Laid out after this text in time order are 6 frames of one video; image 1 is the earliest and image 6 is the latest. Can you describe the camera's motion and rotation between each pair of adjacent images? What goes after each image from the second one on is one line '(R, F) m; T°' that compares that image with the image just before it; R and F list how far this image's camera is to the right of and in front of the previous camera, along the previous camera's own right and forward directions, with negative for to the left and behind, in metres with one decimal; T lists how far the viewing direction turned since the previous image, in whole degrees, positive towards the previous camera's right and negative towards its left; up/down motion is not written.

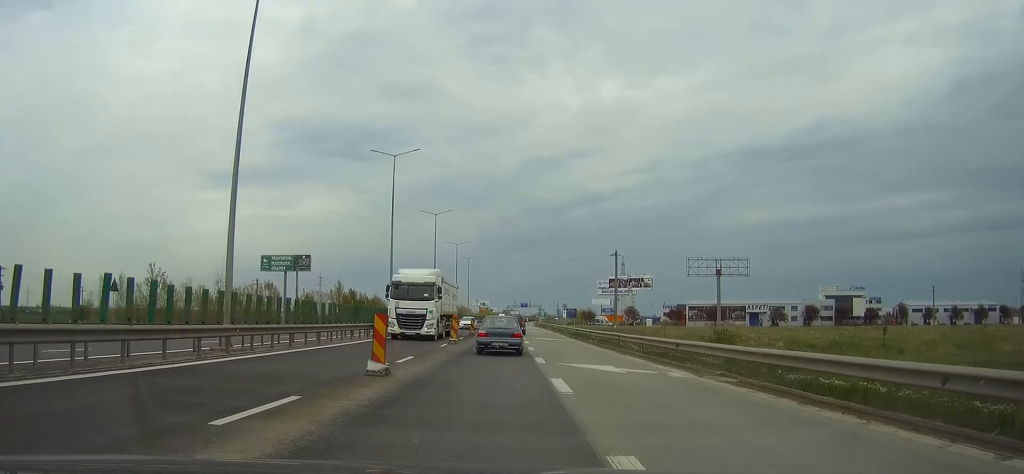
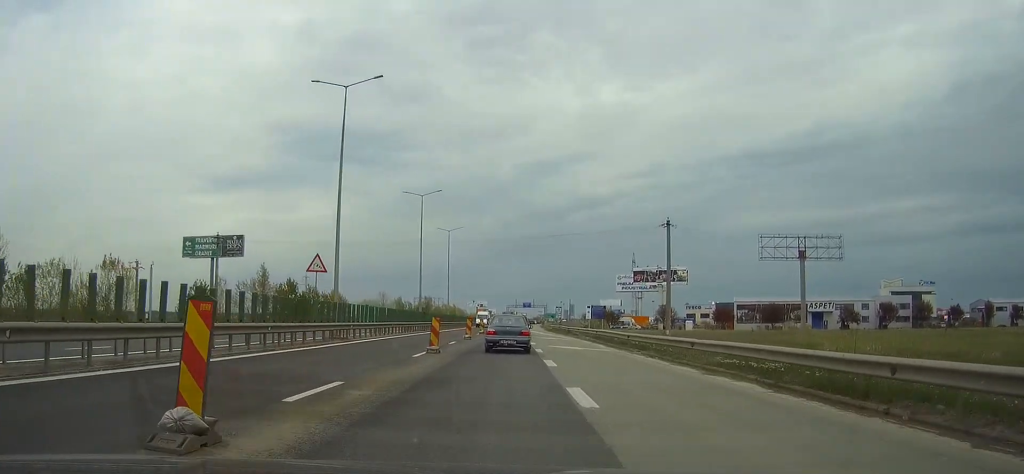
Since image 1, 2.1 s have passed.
(0.0, +46.4) m; 0°
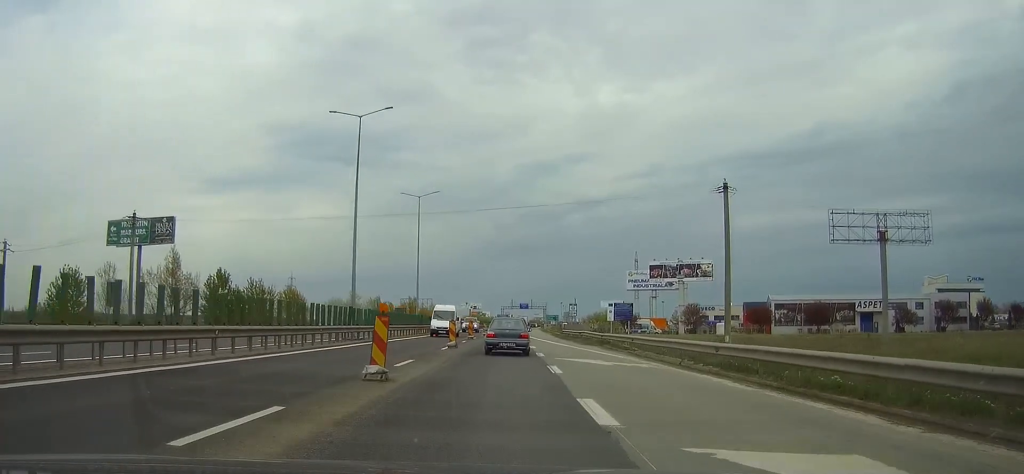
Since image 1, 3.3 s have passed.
(-0.1, +27.9) m; 0°
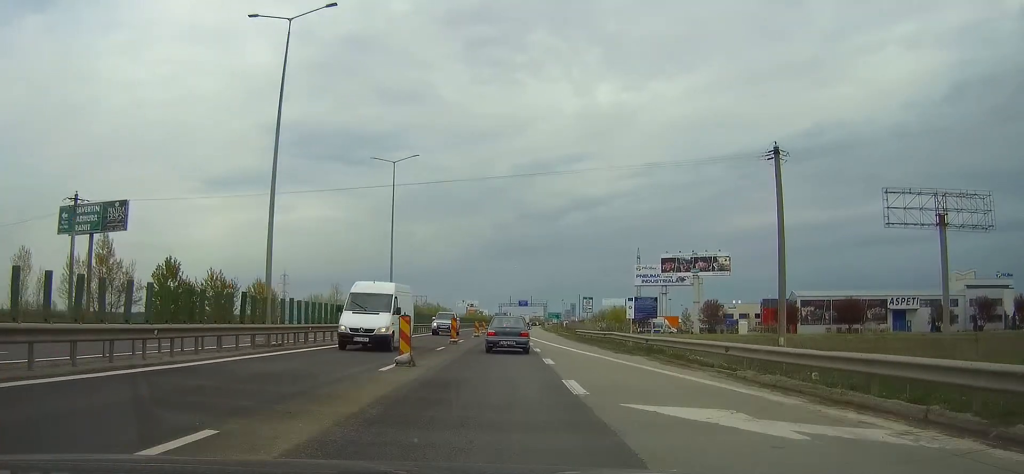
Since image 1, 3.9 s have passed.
(0.0, +14.4) m; 0°
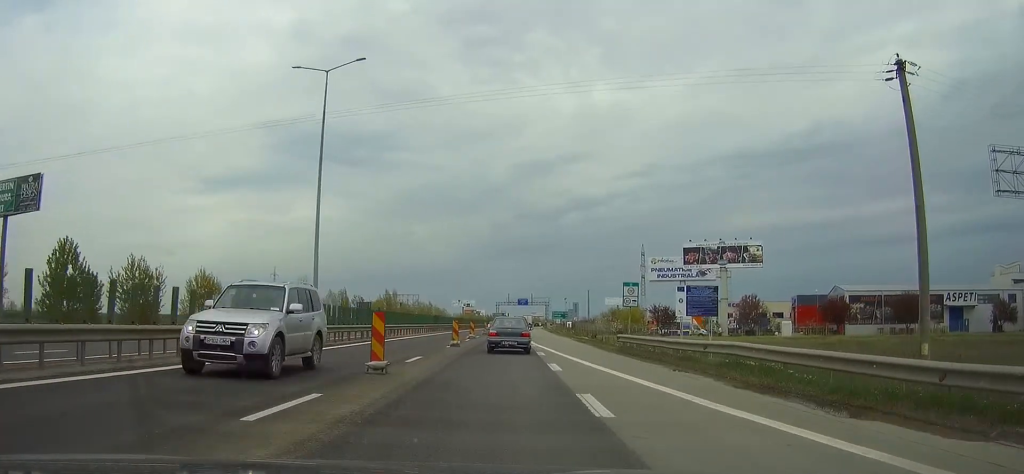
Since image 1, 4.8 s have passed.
(+0.1, +20.5) m; 0°
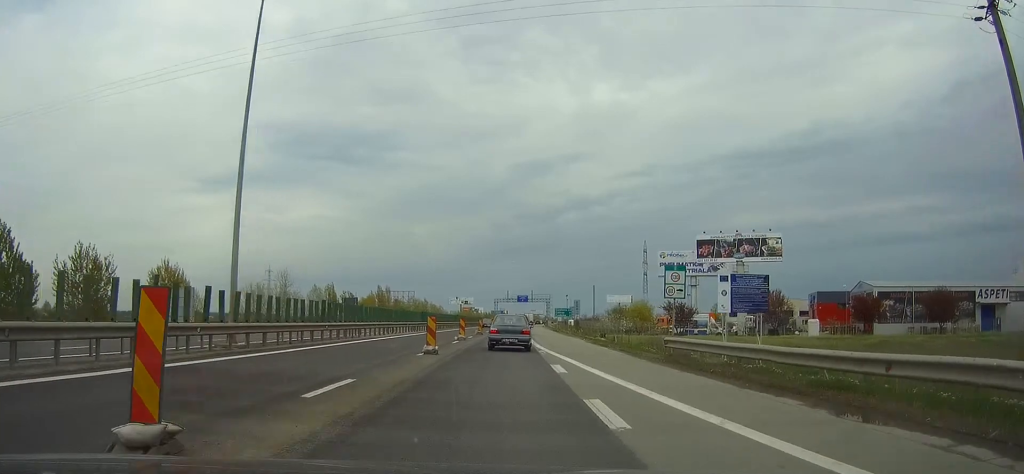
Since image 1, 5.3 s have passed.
(0.0, +9.9) m; 0°
